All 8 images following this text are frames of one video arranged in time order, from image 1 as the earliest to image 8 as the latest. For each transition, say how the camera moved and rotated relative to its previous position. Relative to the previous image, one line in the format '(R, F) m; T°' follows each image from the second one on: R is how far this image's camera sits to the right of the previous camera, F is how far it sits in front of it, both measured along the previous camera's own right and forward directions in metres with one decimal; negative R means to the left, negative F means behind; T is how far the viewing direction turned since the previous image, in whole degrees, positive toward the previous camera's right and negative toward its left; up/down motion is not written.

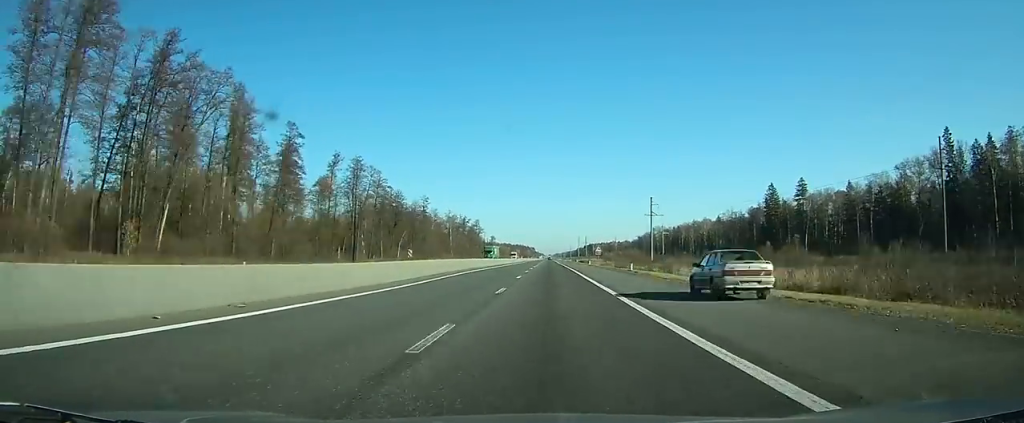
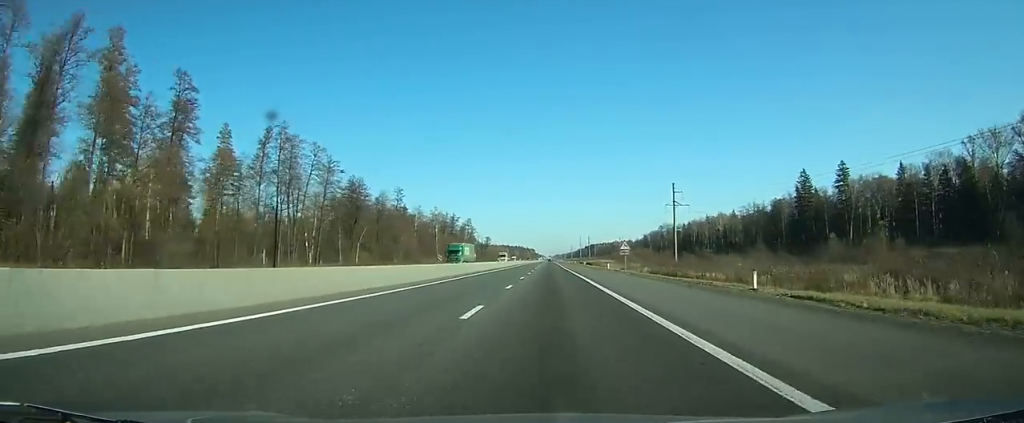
(0.0, +30.3) m; 0°
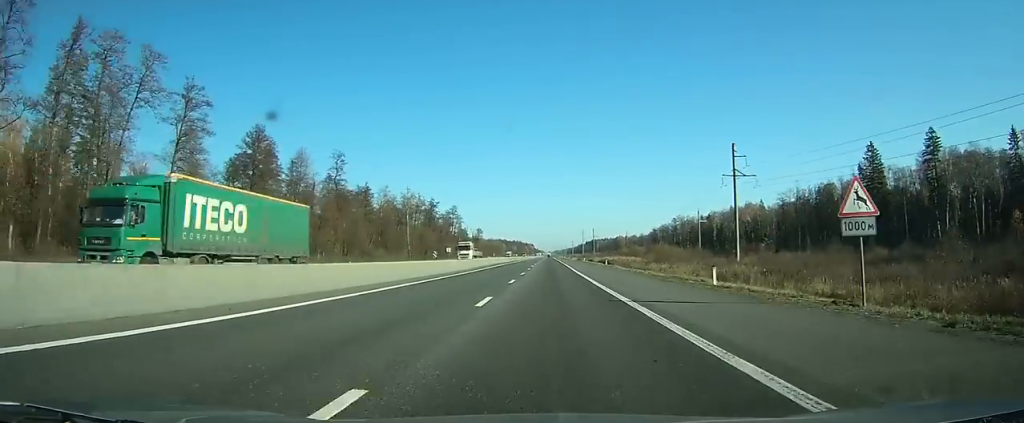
(+0.1, +43.8) m; 0°
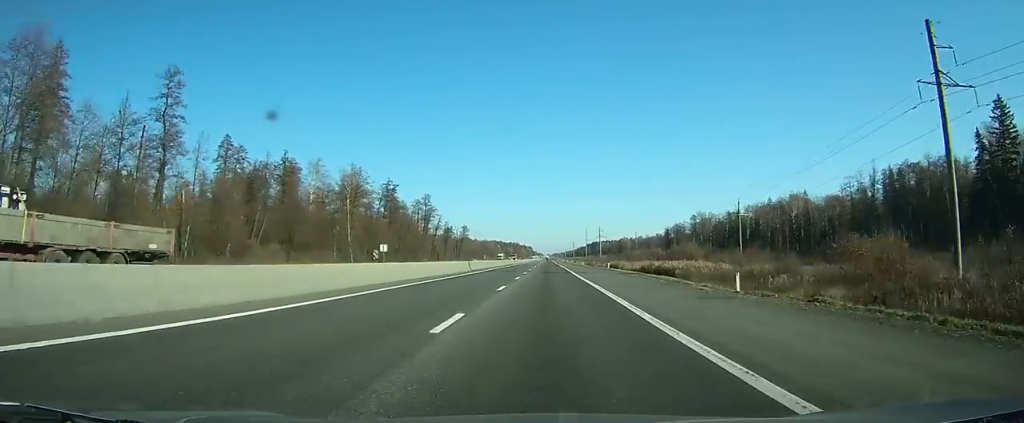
(+0.1, +52.8) m; 0°
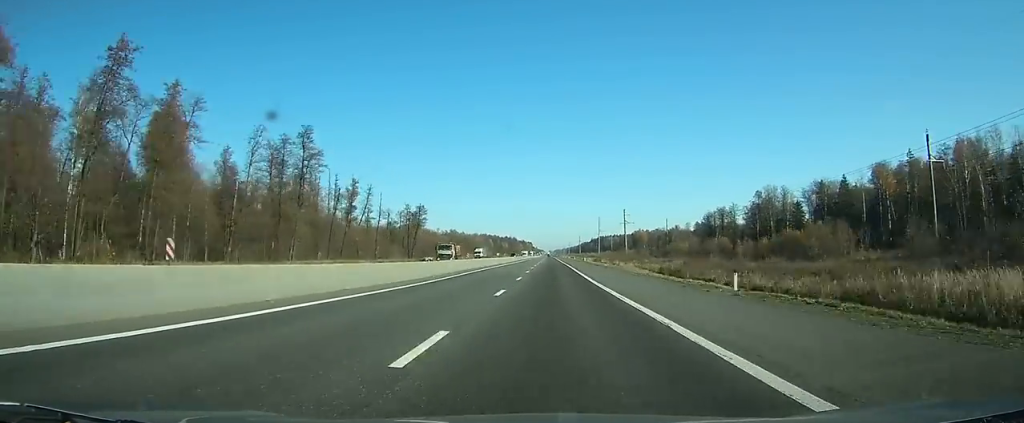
(-0.1, +101.6) m; 0°
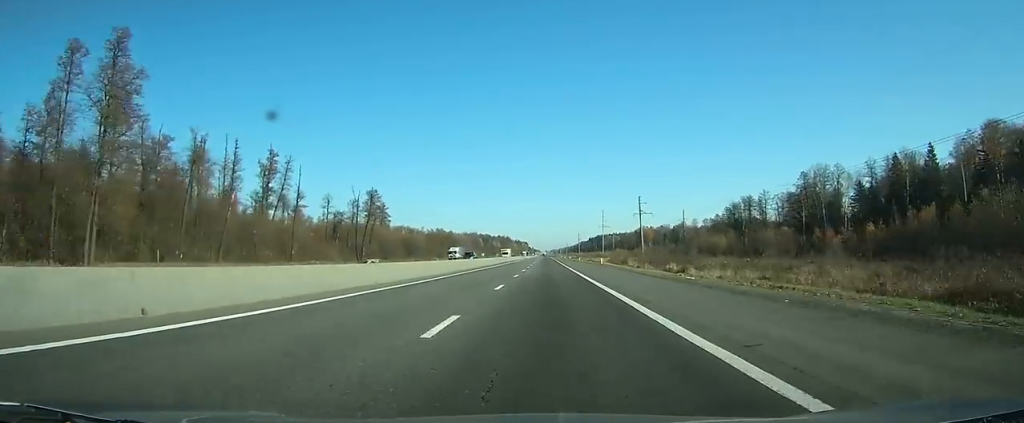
(-0.1, +45.0) m; 0°
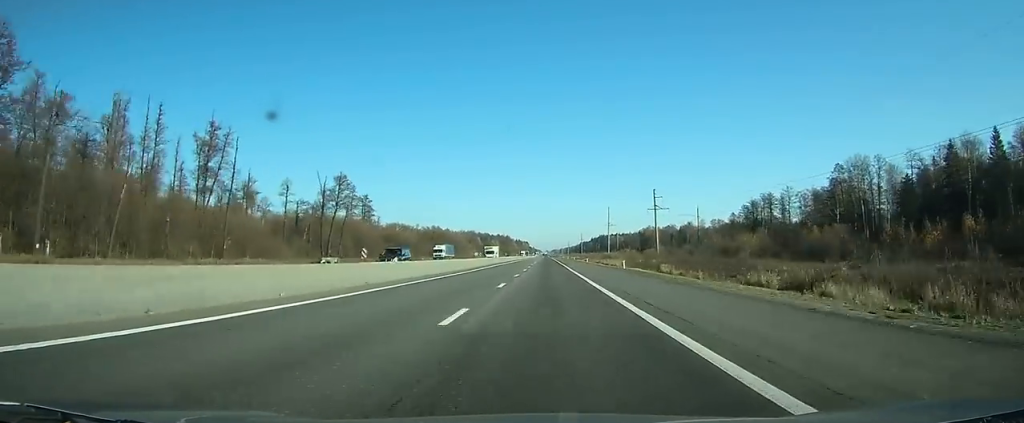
(0.0, +21.0) m; 0°
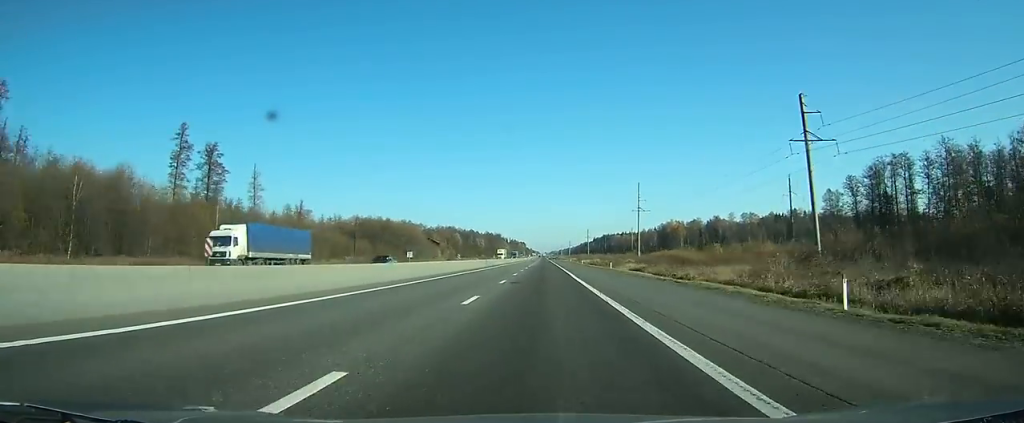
(+0.2, +88.6) m; 0°
